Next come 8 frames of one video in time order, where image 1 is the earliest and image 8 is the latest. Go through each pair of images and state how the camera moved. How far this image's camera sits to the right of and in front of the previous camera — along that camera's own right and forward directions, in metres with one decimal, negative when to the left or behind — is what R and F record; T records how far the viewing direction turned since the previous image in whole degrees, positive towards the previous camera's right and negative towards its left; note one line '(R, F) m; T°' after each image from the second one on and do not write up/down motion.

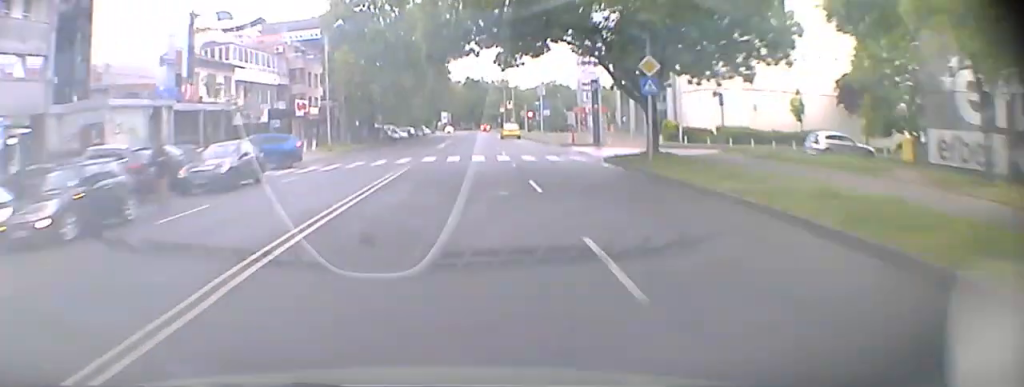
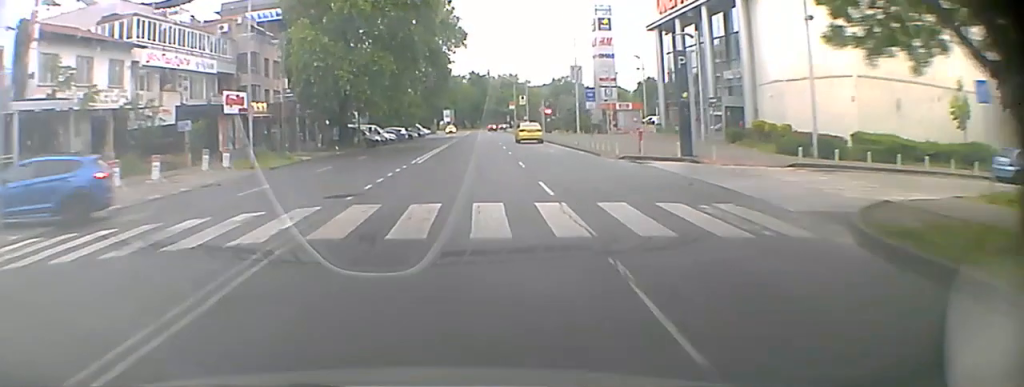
(0.0, +14.6) m; +9°
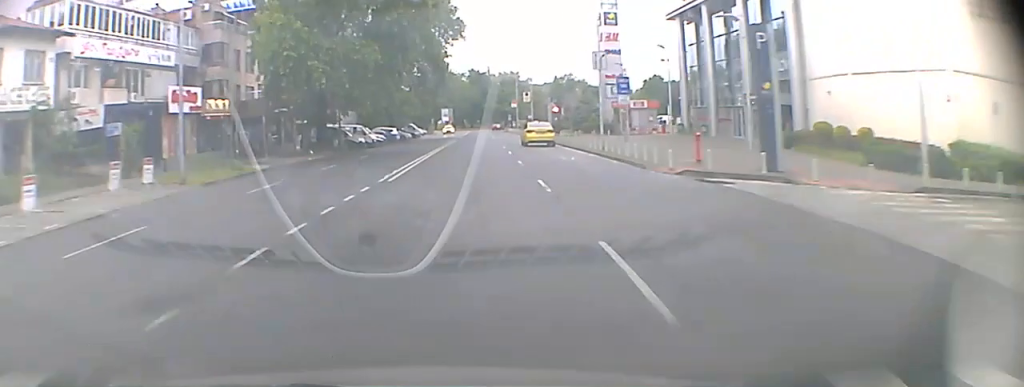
(+0.9, +6.6) m; +6°
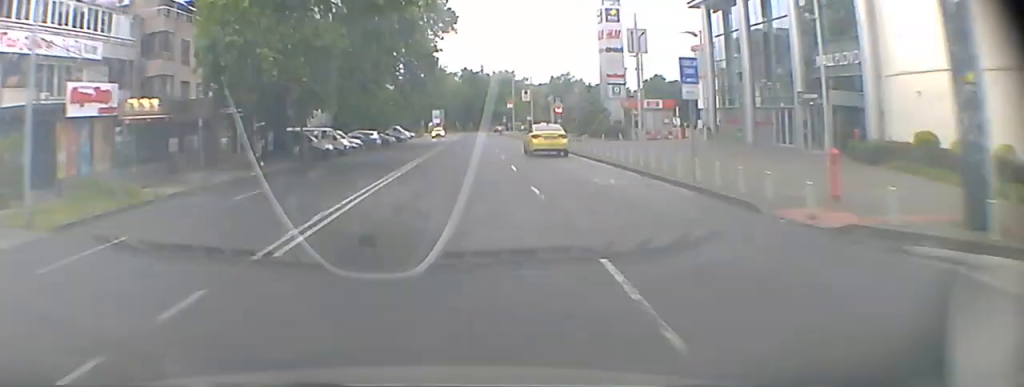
(+0.3, +7.7) m; +2°
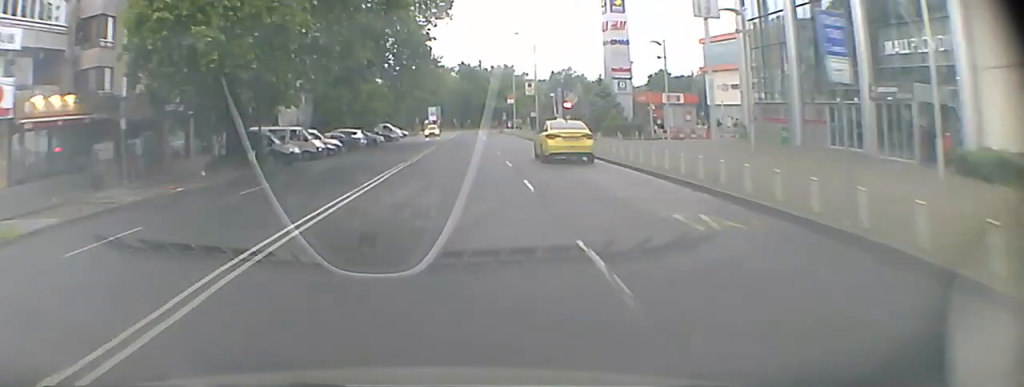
(0.0, +7.1) m; 0°
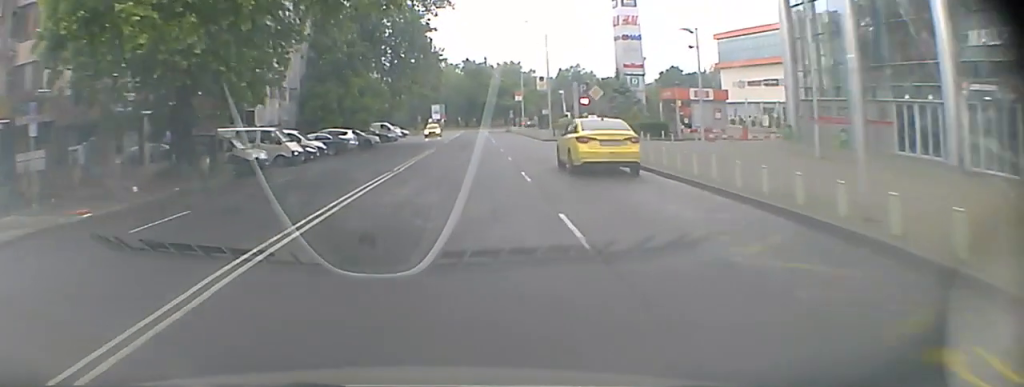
(0.0, +6.6) m; 0°
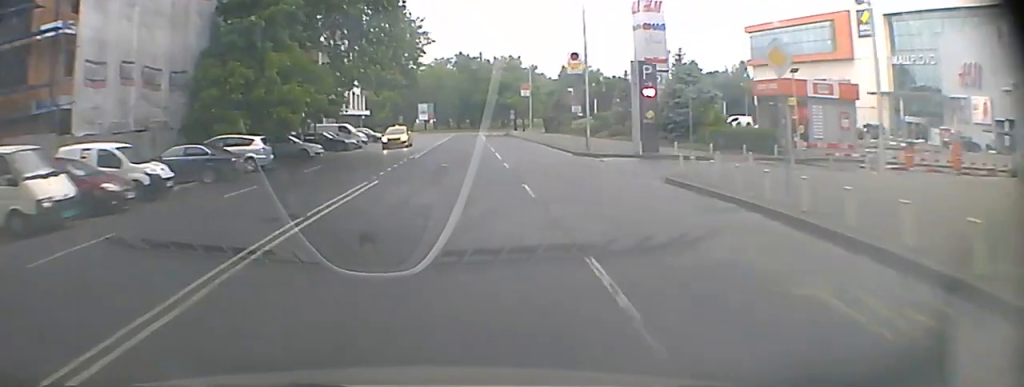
(0.0, +21.3) m; 0°
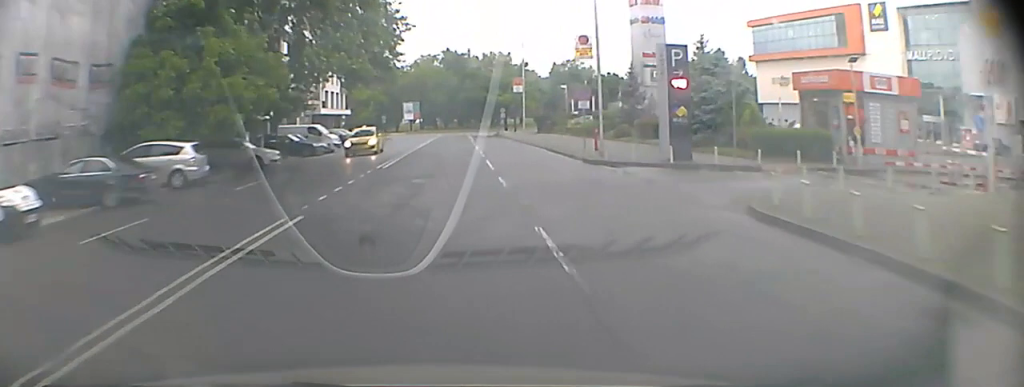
(0.0, +5.3) m; 0°
